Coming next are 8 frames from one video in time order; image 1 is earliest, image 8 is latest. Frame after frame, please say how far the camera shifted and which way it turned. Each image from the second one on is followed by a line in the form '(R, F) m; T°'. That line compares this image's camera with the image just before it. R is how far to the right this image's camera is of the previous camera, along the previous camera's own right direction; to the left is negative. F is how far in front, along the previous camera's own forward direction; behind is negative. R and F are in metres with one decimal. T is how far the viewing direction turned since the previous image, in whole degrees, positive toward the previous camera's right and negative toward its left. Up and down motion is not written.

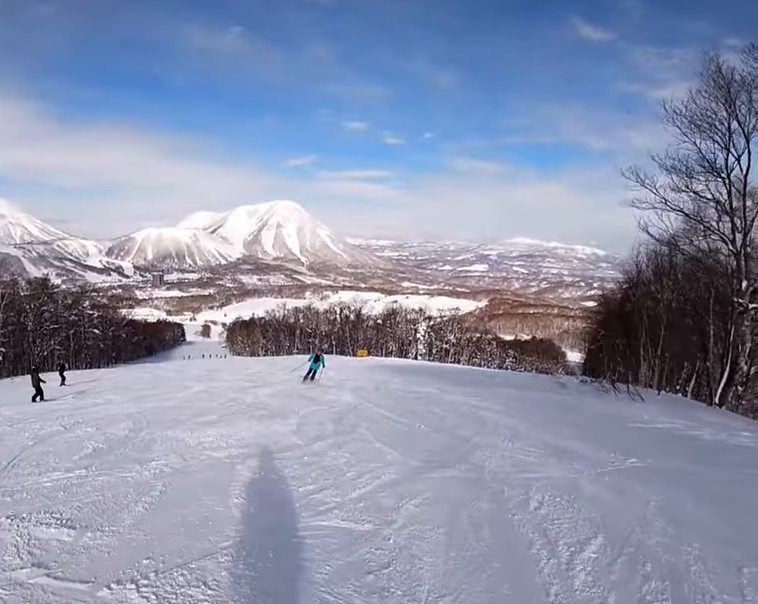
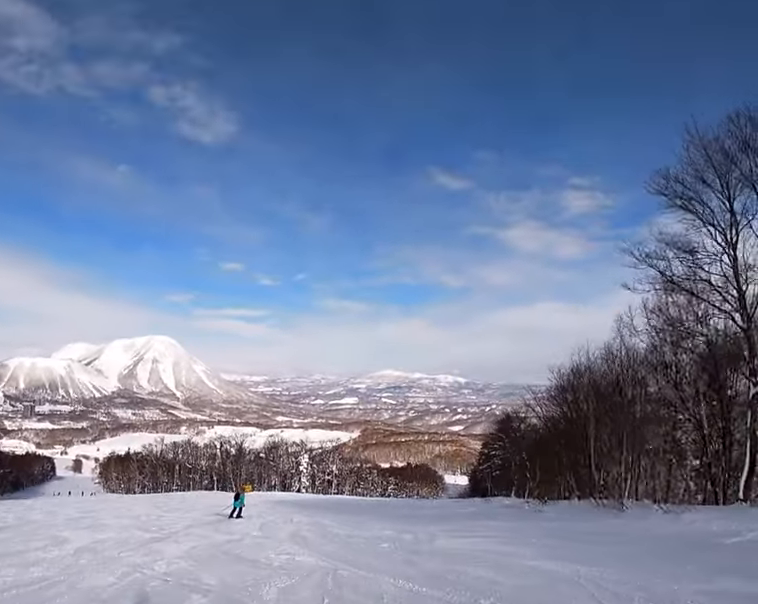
(-0.4, +4.1) m; +7°
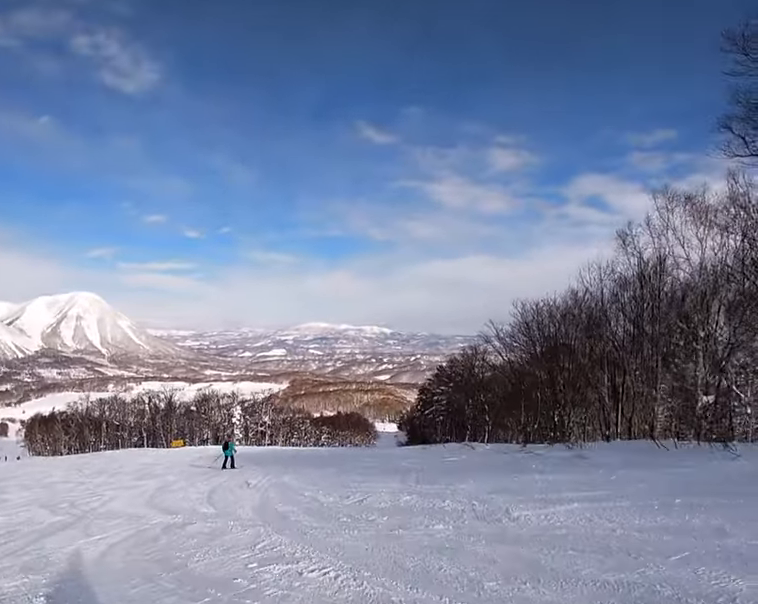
(+0.8, +4.3) m; +18°
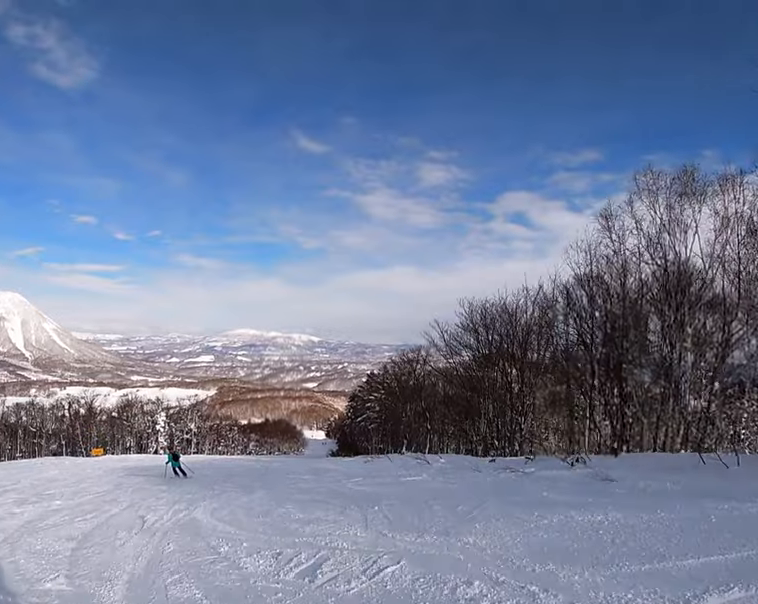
(+0.7, +3.9) m; +5°
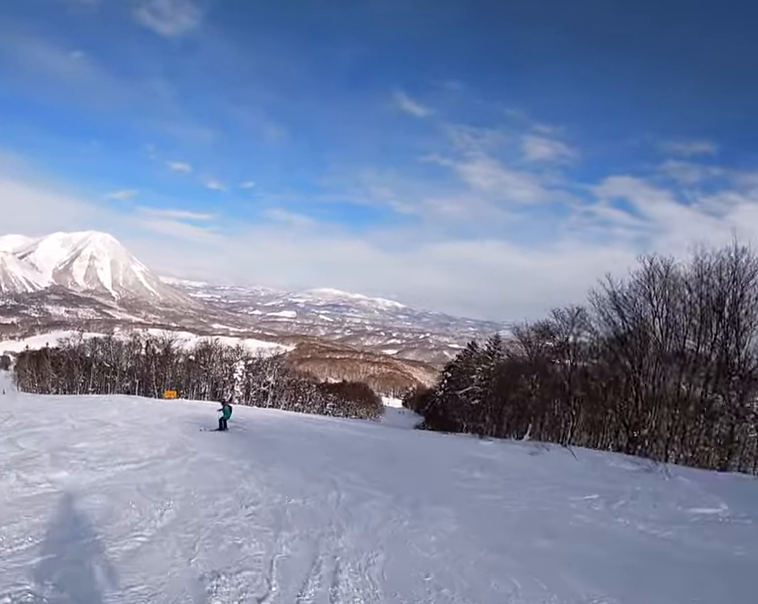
(-1.1, +7.2) m; -15°
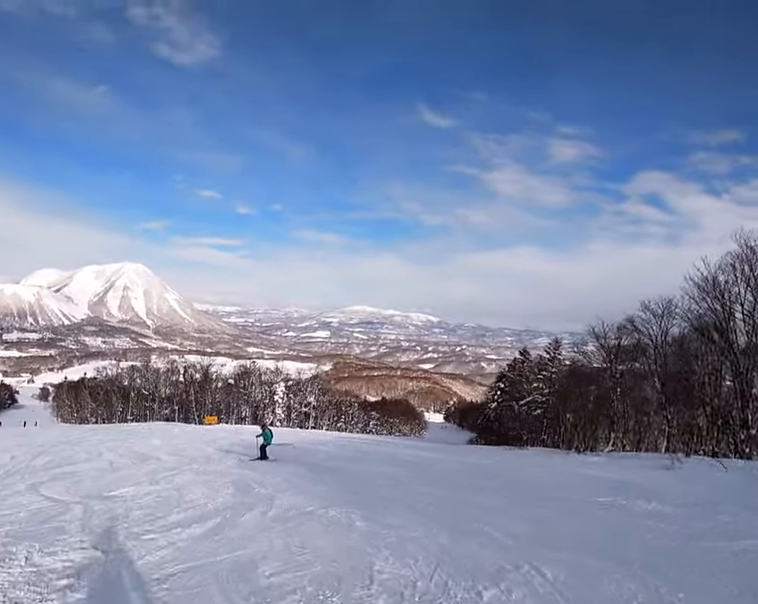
(-0.3, +3.2) m; -4°
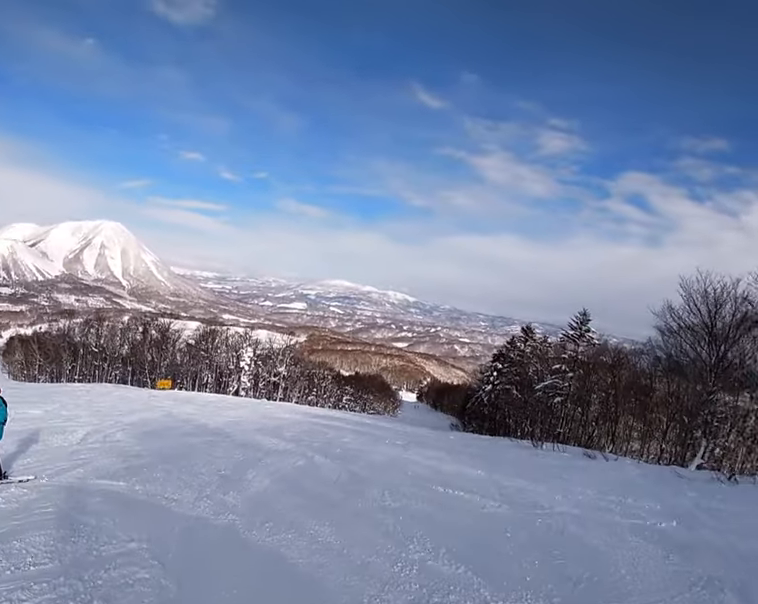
(+3.6, +11.2) m; +20°
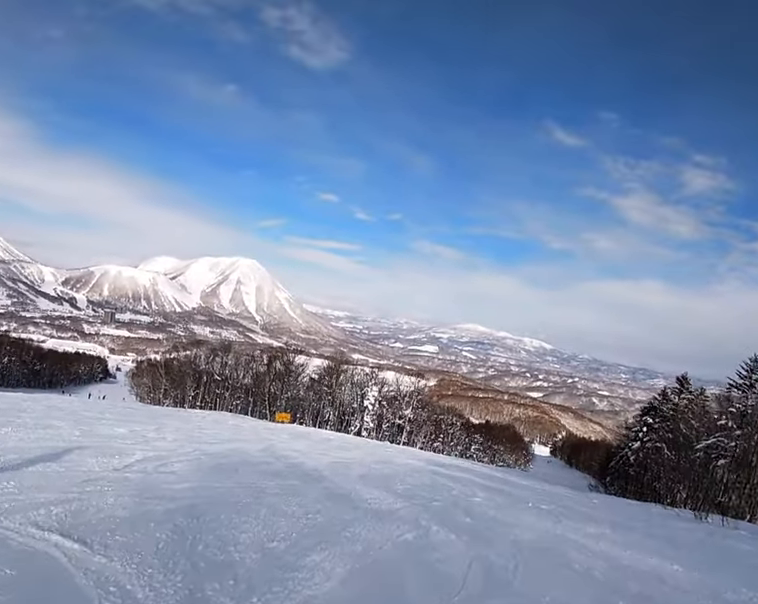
(-0.8, +3.3) m; -10°
